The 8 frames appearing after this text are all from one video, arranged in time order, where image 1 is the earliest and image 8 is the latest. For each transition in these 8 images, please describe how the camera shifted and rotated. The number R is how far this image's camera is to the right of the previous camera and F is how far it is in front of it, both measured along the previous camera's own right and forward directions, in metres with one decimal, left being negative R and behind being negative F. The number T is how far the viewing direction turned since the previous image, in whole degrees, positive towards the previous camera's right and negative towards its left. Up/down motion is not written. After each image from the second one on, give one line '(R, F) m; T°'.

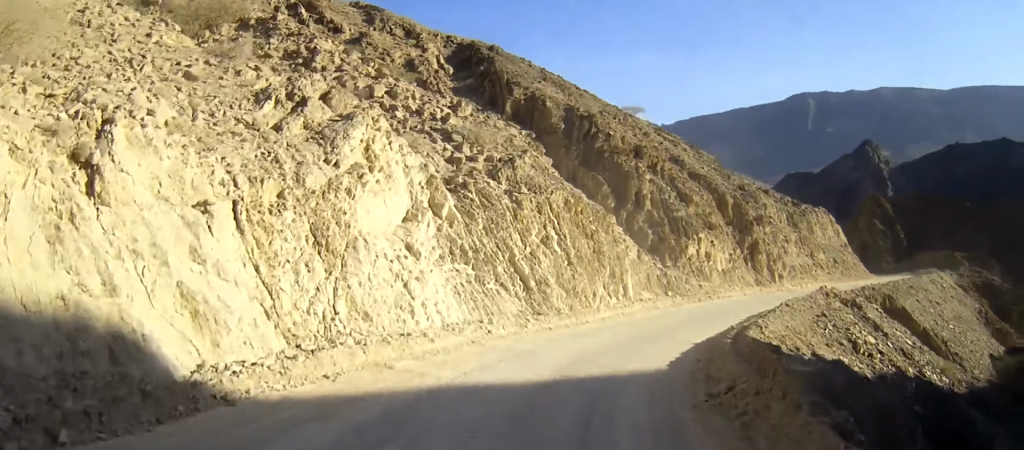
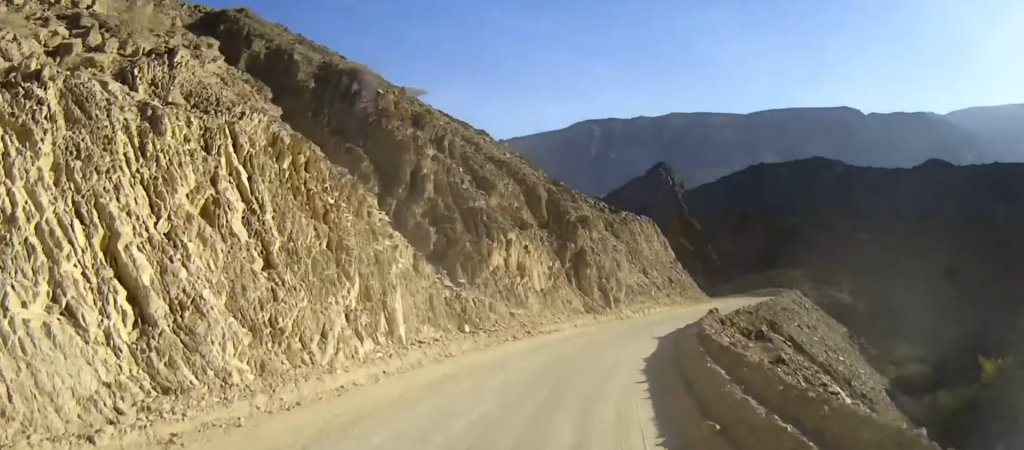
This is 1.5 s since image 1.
(+2.3, +15.2) m; +18°
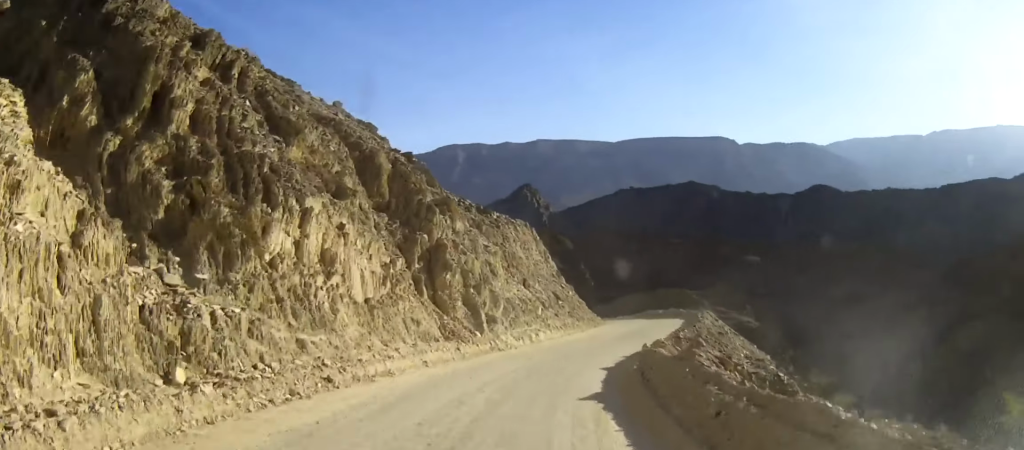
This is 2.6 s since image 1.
(+1.5, +12.5) m; +12°
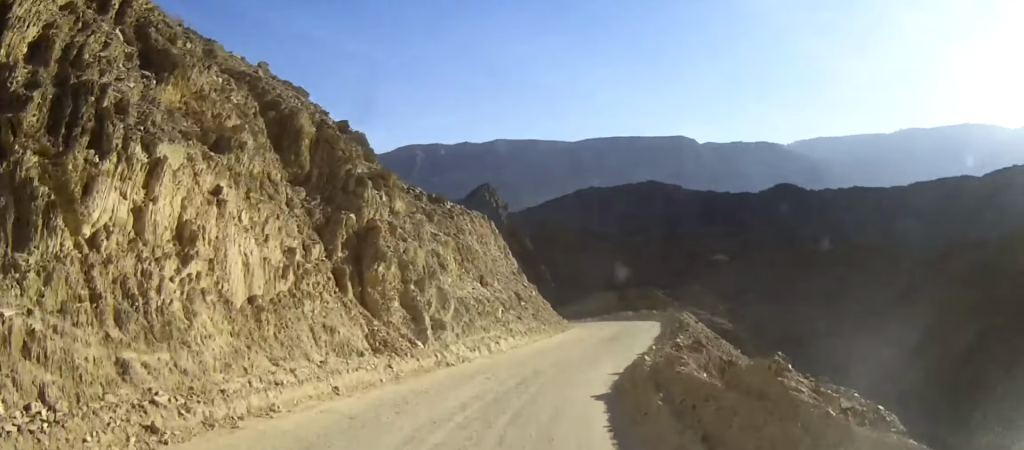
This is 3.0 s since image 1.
(+0.3, +5.6) m; +4°
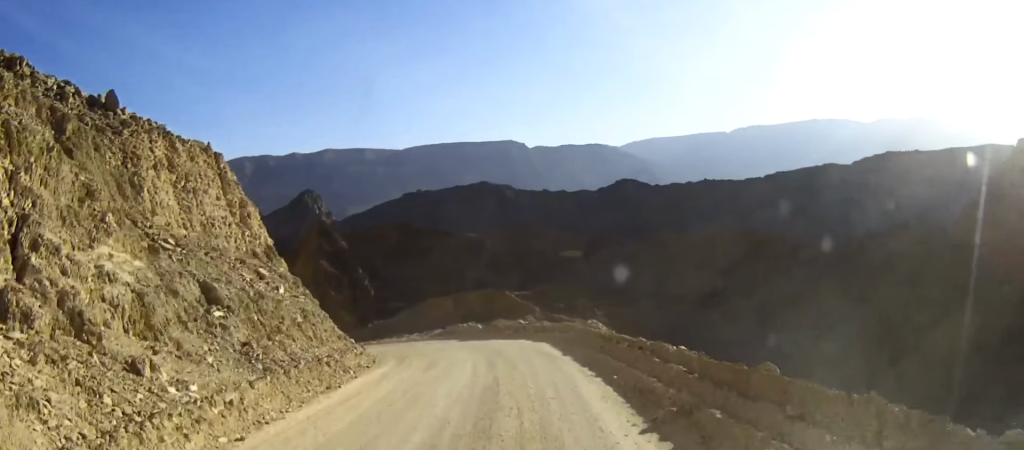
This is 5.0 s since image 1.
(+3.1, +24.3) m; +13°
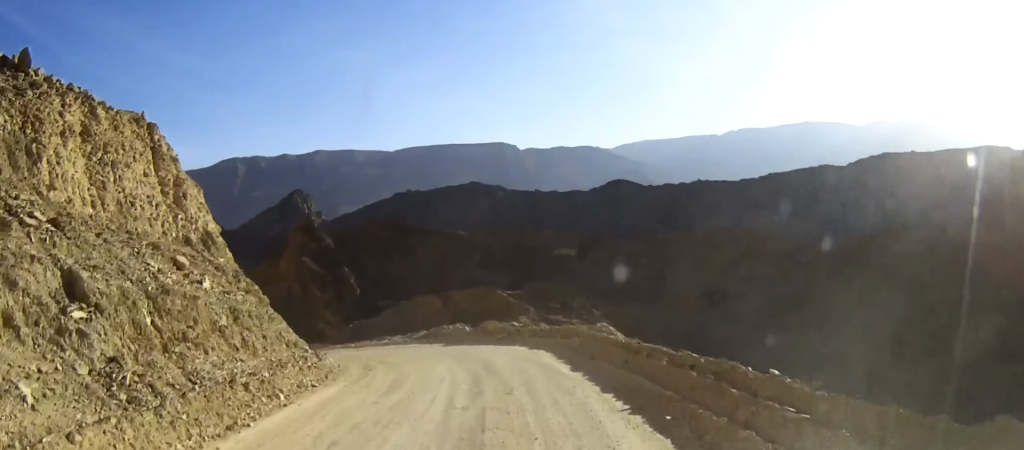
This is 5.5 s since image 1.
(+0.1, +5.2) m; +2°
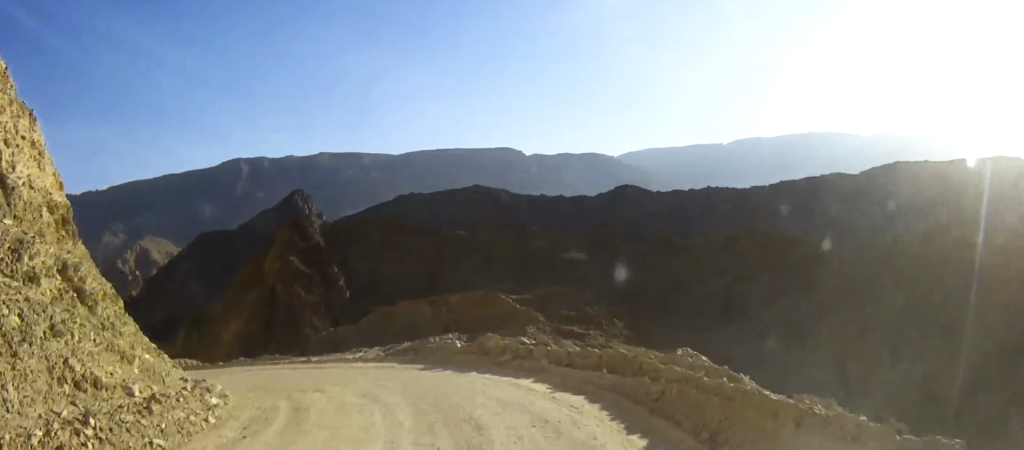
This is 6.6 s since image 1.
(+0.3, +10.5) m; 0°
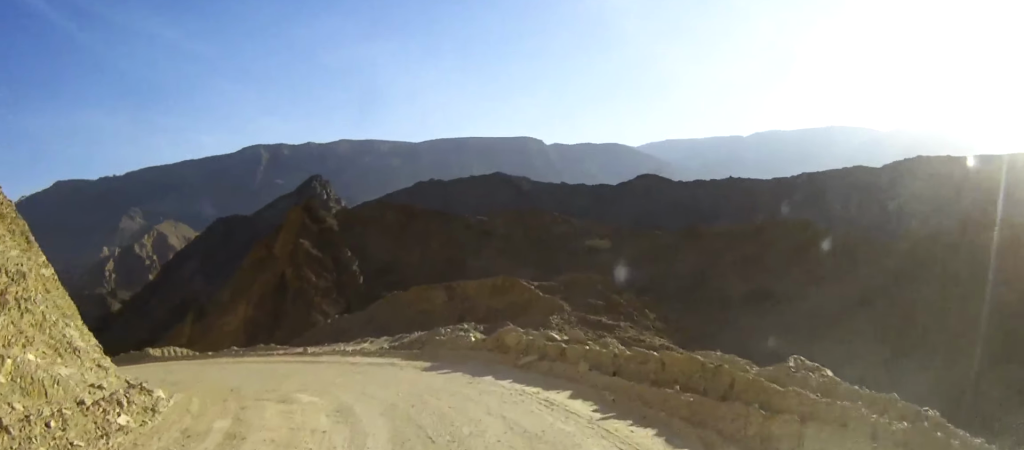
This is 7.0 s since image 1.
(0.0, +4.3) m; -2°
